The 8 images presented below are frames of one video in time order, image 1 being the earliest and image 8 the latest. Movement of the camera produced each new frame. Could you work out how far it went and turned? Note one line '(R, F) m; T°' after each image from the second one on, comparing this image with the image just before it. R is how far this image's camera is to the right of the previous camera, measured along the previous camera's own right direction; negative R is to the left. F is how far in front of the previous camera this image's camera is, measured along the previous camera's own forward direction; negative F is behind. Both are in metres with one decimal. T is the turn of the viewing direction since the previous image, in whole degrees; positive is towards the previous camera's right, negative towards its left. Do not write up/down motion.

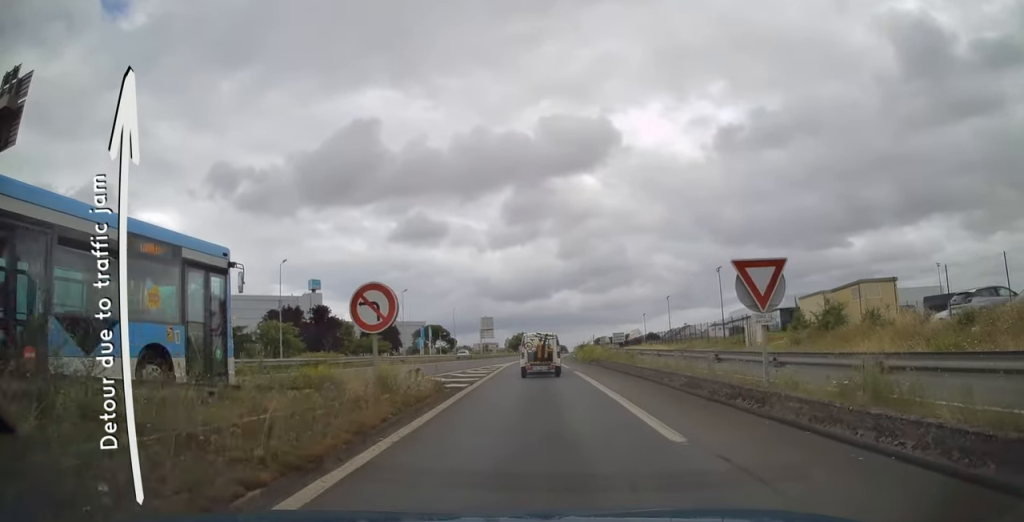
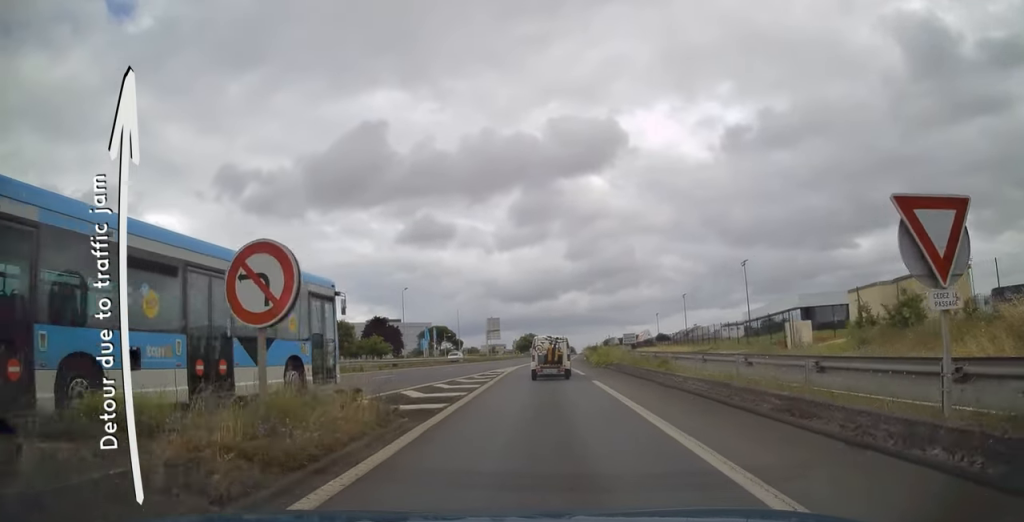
(-0.2, +5.8) m; -1°
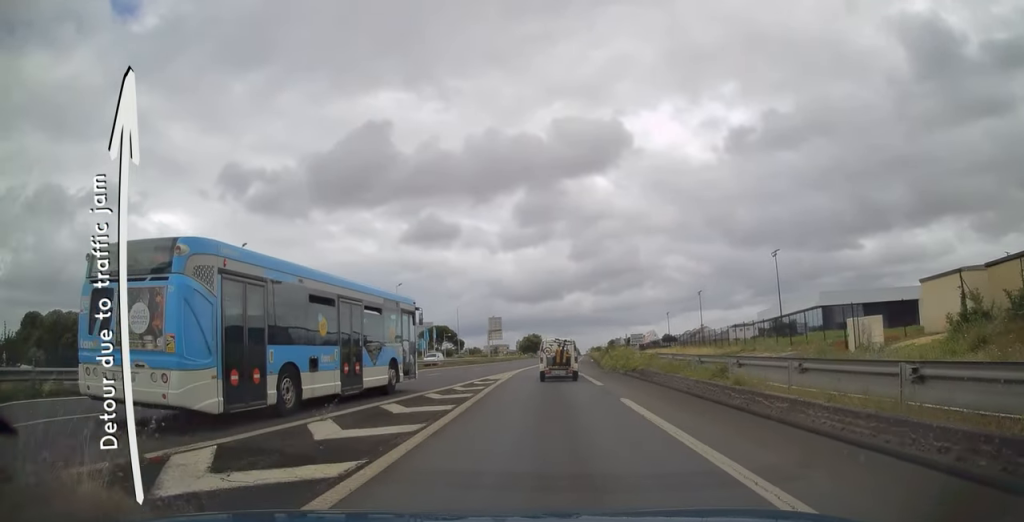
(0.0, +7.1) m; +1°
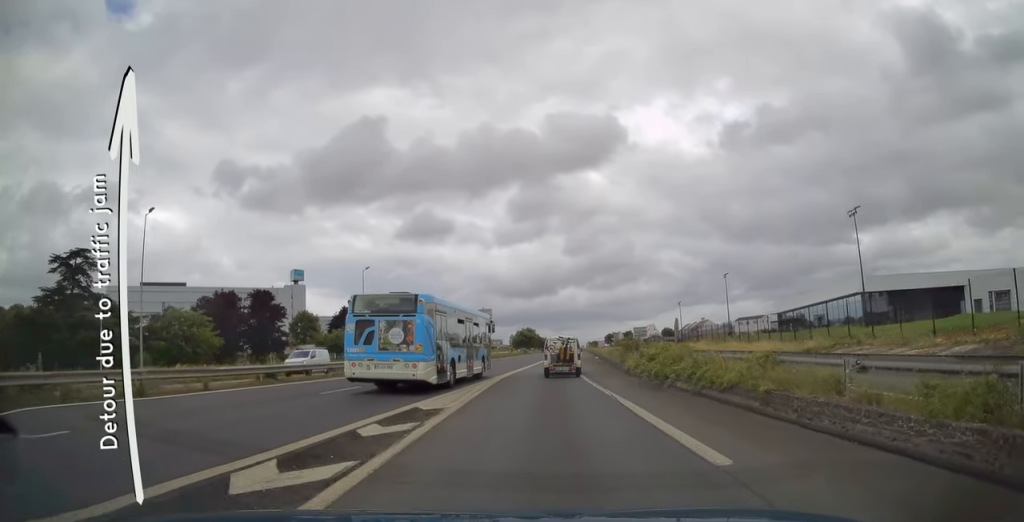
(+0.5, +14.8) m; +2°
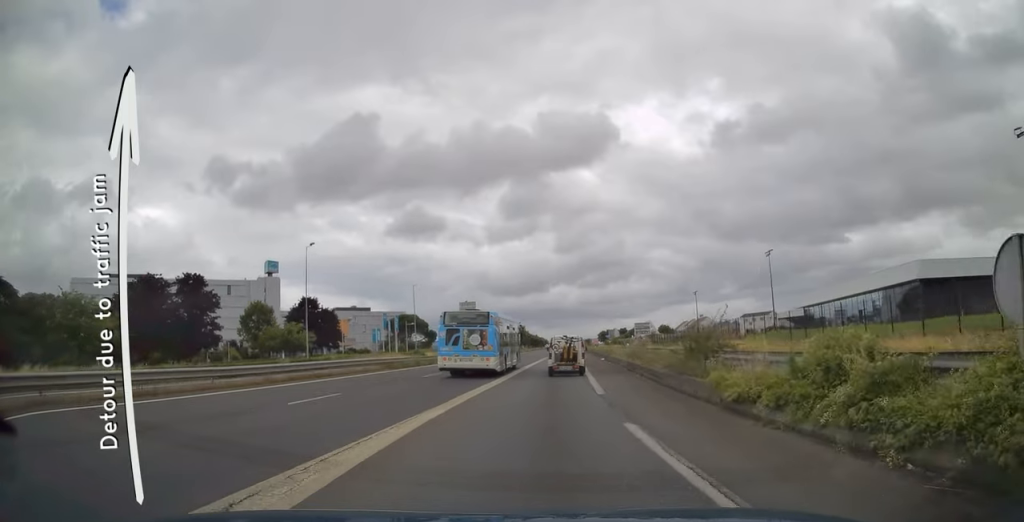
(-0.2, +16.8) m; -1°
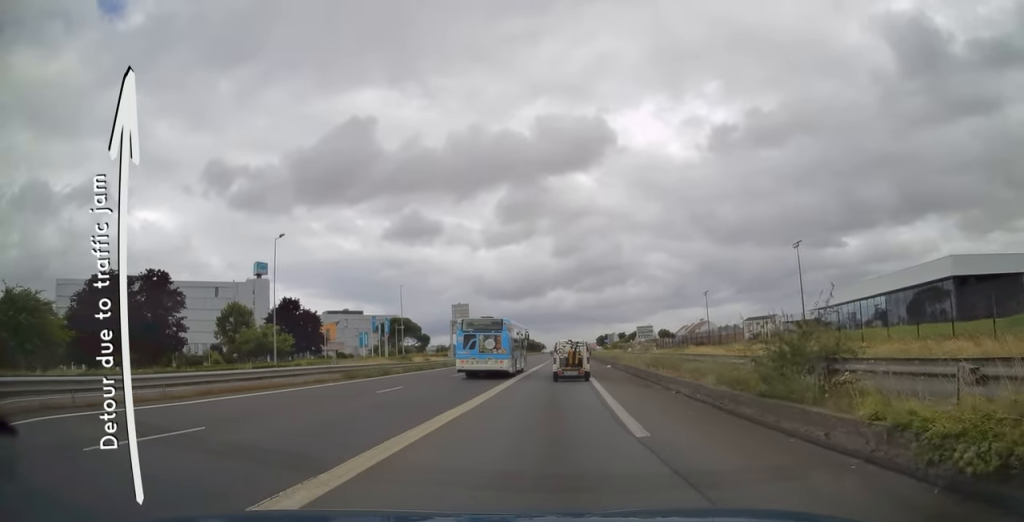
(+0.1, +7.3) m; 0°
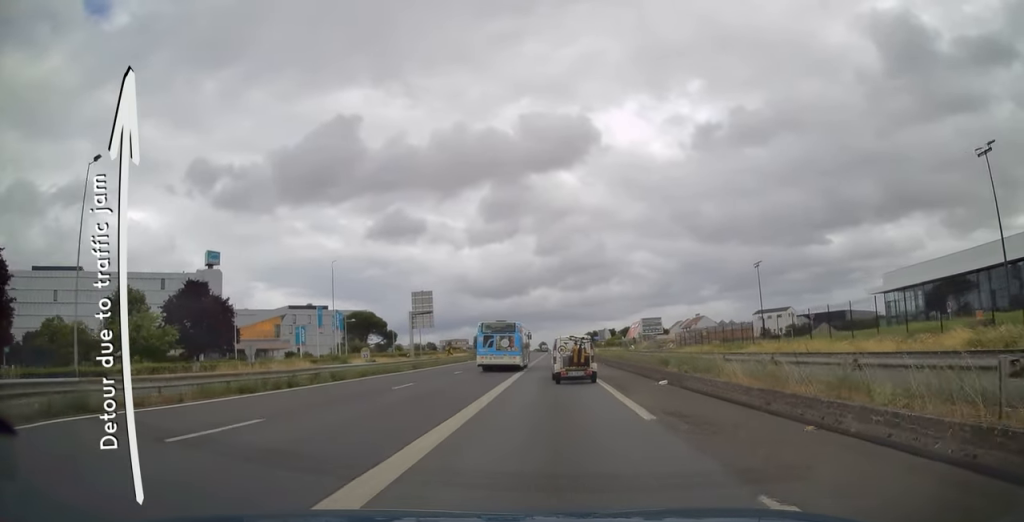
(-0.2, +25.0) m; +1°
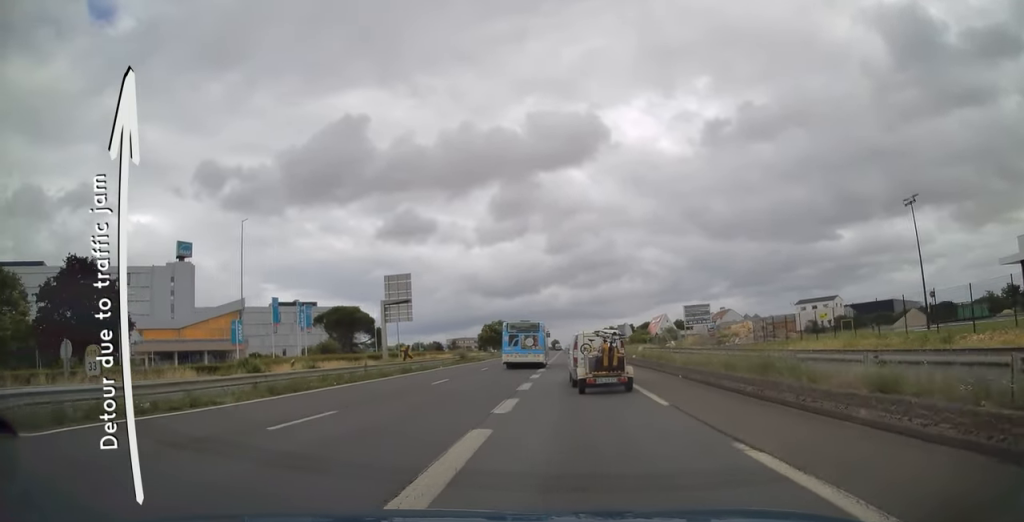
(+0.5, +24.5) m; -1°
